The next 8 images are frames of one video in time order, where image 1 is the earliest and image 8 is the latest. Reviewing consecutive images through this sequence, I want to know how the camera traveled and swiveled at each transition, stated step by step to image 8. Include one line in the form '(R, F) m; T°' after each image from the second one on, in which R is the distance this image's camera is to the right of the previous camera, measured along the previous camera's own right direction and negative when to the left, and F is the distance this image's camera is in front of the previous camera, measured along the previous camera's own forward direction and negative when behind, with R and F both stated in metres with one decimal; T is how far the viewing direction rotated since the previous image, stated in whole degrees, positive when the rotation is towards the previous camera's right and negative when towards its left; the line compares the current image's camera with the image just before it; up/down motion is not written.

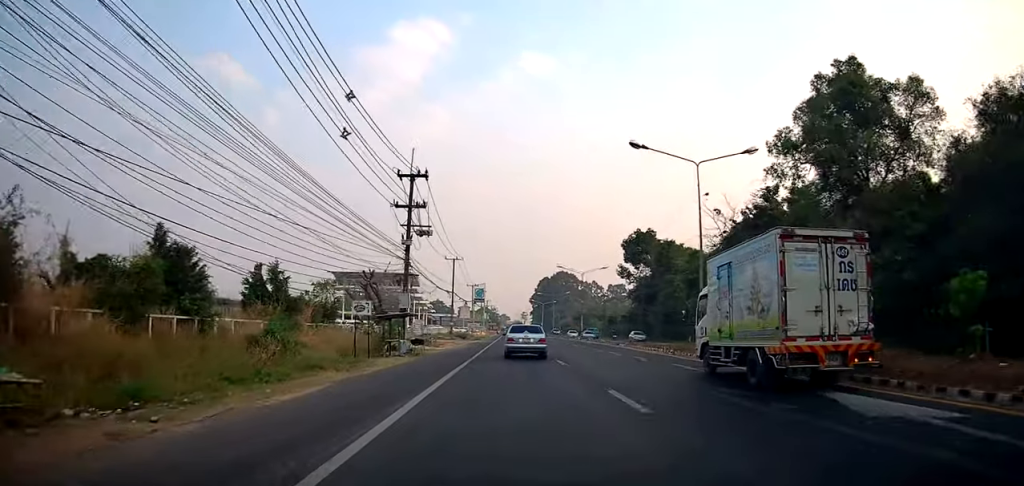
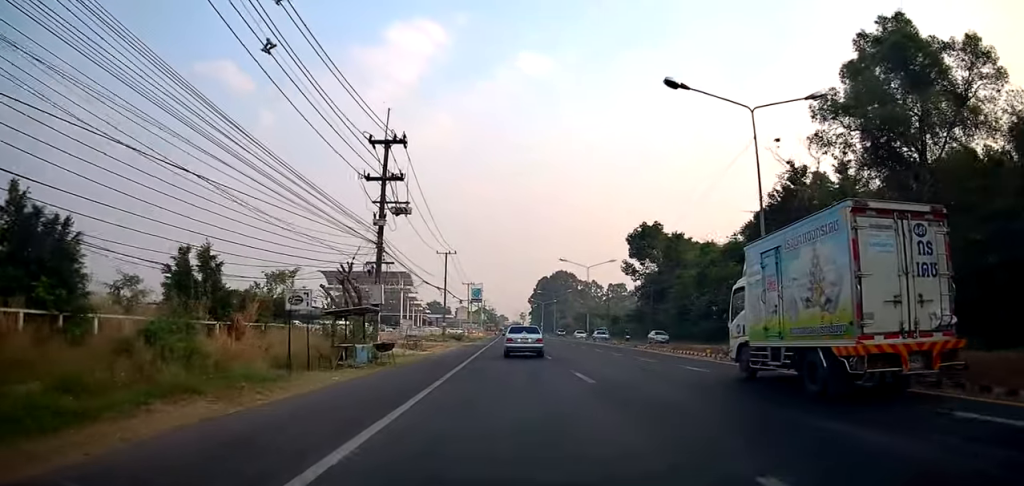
(0.0, +7.0) m; 0°
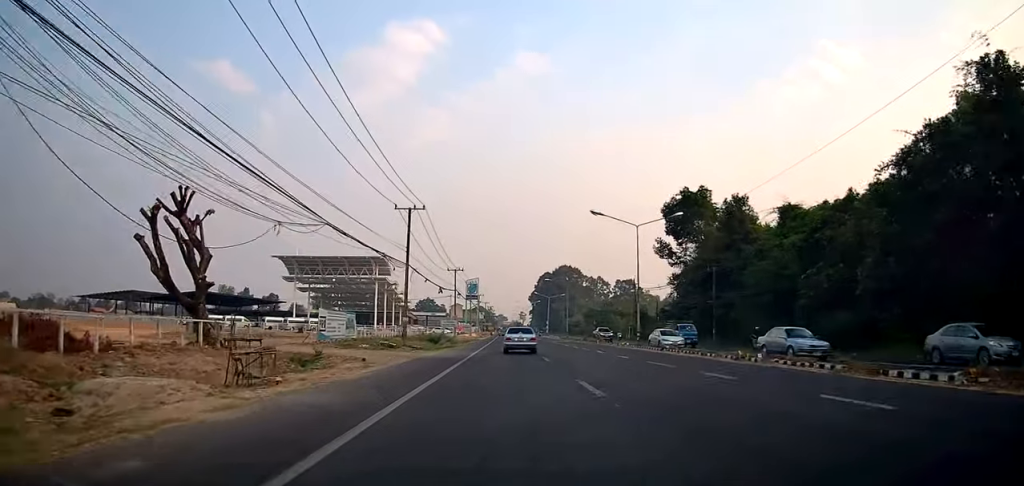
(0.0, +26.6) m; 0°
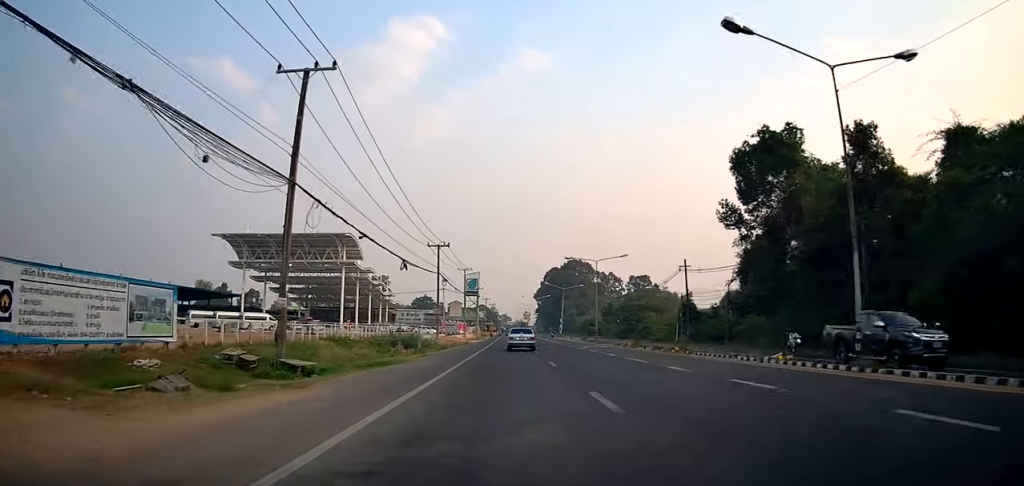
(0.0, +25.9) m; 0°
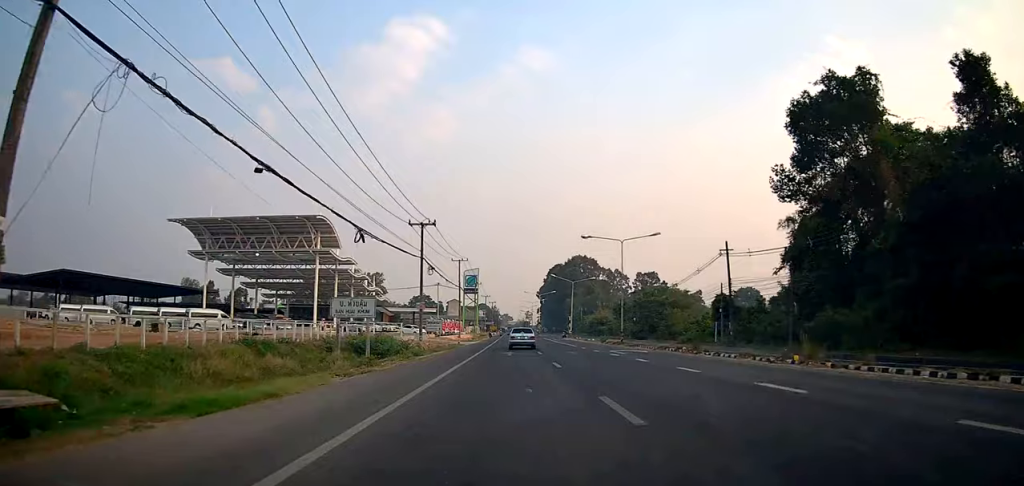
(0.0, +13.3) m; -1°
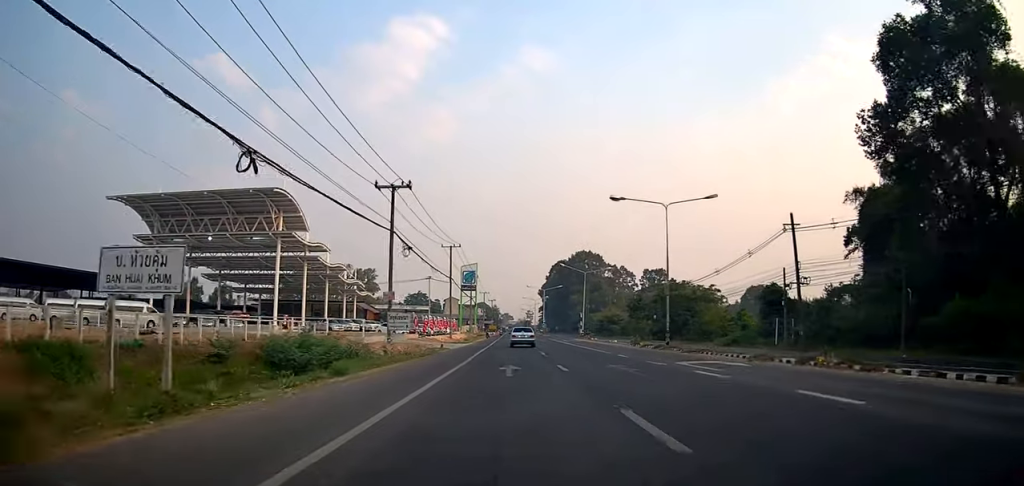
(-0.1, +13.8) m; -2°
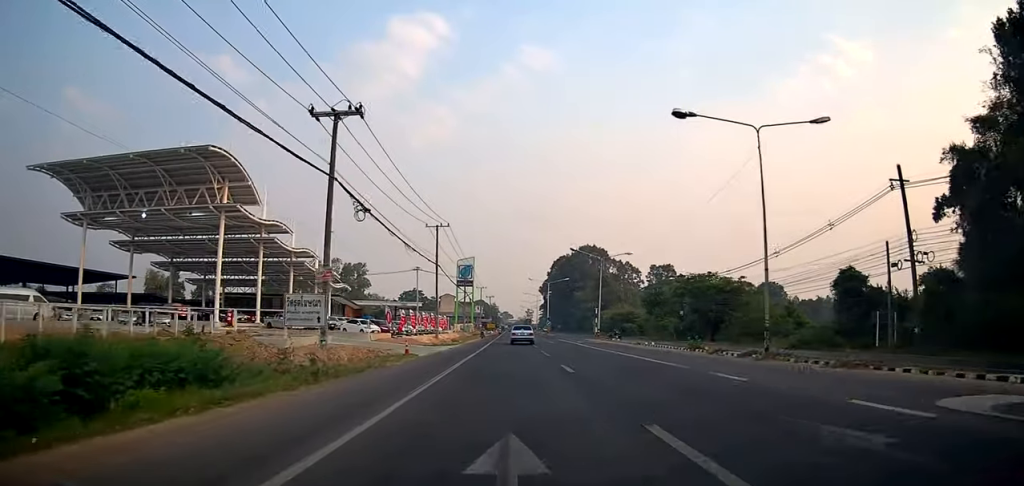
(-0.7, +13.6) m; 0°
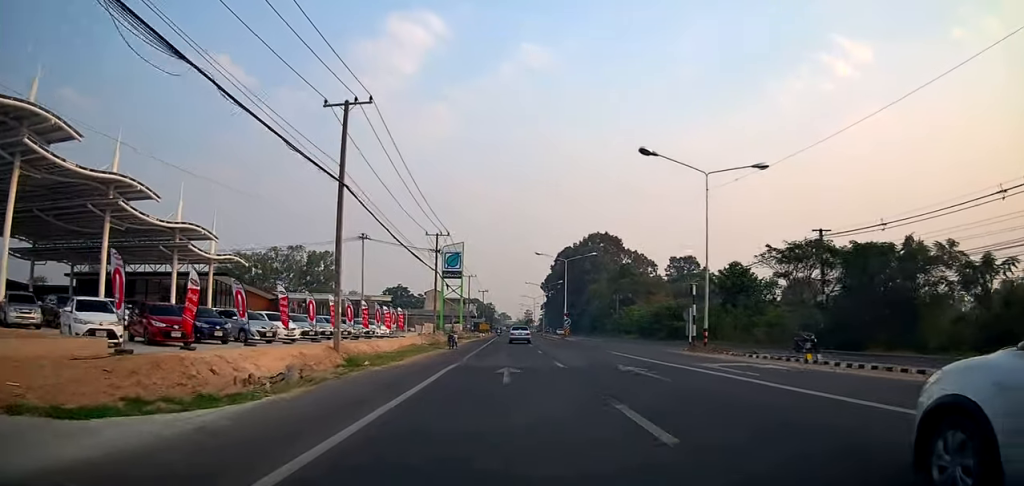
(+1.6, +34.7) m; +3°
